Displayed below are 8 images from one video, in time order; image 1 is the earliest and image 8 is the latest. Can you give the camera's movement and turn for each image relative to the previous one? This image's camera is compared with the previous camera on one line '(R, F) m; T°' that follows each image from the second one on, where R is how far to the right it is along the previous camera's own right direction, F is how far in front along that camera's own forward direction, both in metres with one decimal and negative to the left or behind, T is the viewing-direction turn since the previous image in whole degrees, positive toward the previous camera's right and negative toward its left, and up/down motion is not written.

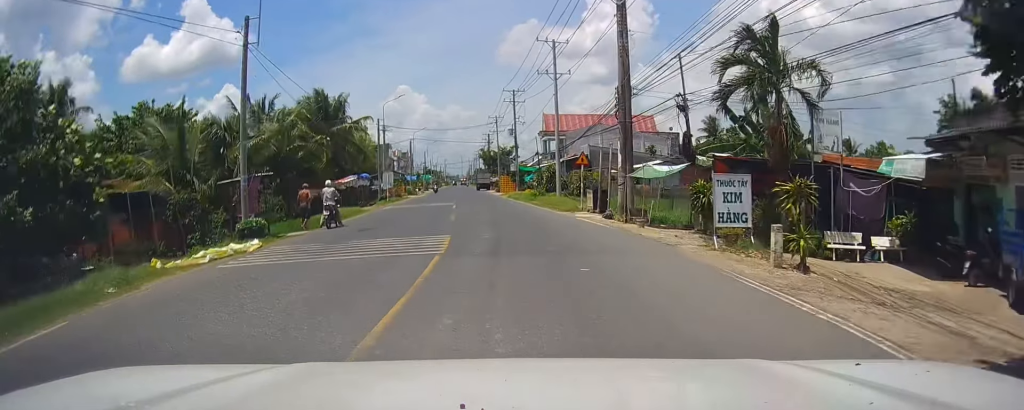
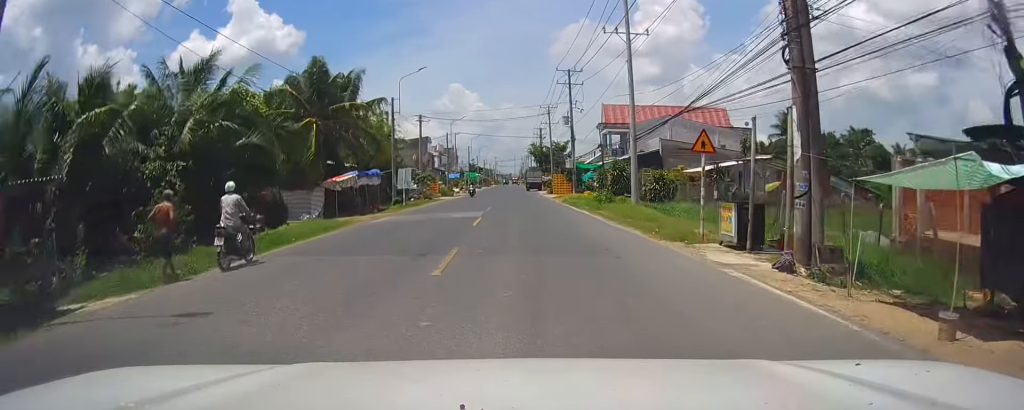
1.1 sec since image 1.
(-1.0, +13.2) m; -7°
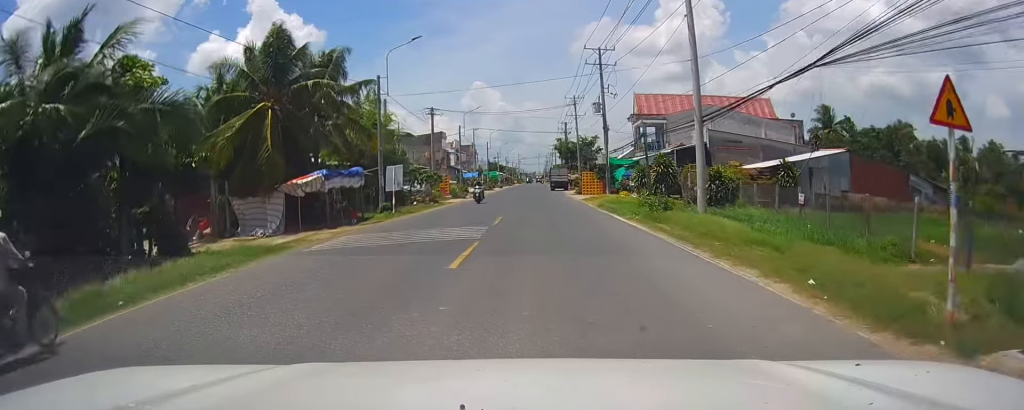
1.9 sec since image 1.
(-0.3, +9.6) m; -2°
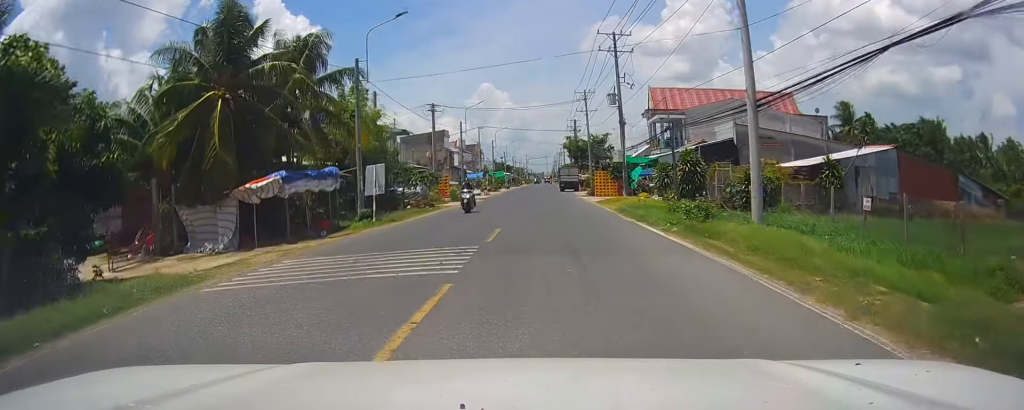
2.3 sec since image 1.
(-0.1, +5.2) m; 0°
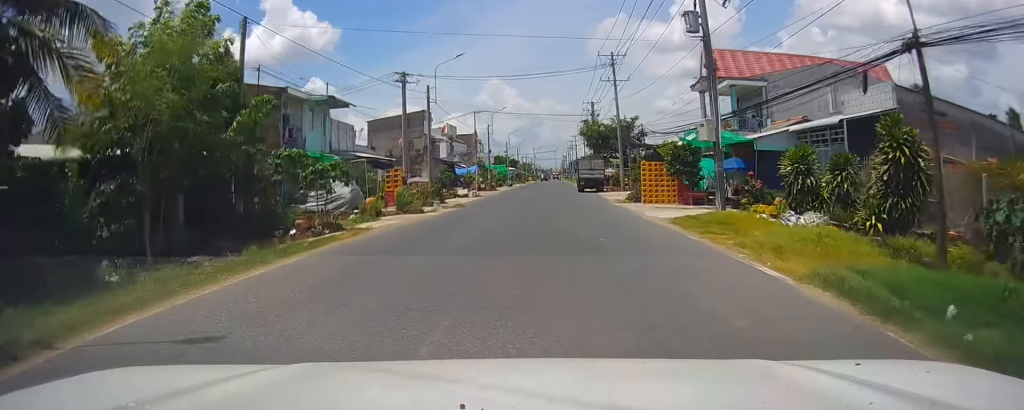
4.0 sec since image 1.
(-0.7, +21.6) m; -5°
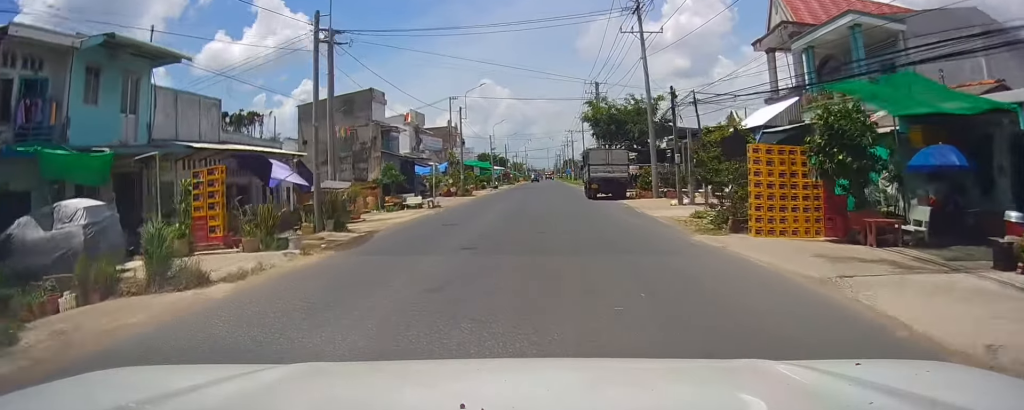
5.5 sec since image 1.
(-0.5, +19.3) m; -1°
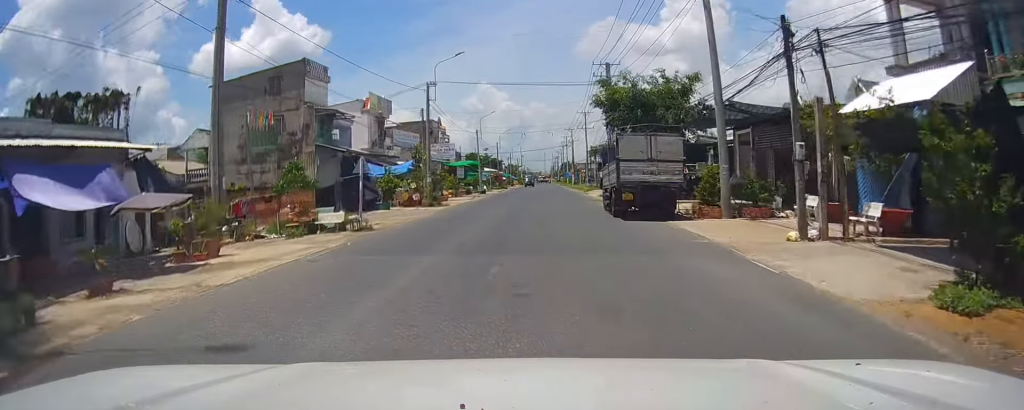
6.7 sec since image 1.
(+0.1, +14.7) m; 0°
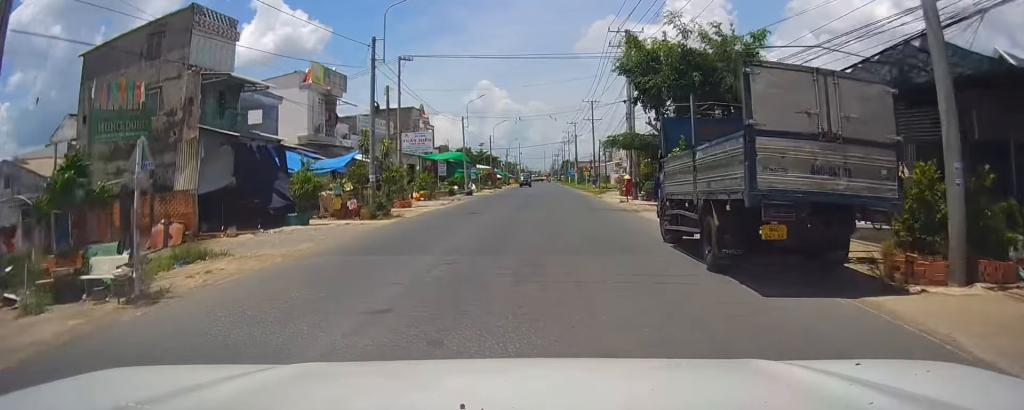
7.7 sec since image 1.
(0.0, +13.2) m; +1°
